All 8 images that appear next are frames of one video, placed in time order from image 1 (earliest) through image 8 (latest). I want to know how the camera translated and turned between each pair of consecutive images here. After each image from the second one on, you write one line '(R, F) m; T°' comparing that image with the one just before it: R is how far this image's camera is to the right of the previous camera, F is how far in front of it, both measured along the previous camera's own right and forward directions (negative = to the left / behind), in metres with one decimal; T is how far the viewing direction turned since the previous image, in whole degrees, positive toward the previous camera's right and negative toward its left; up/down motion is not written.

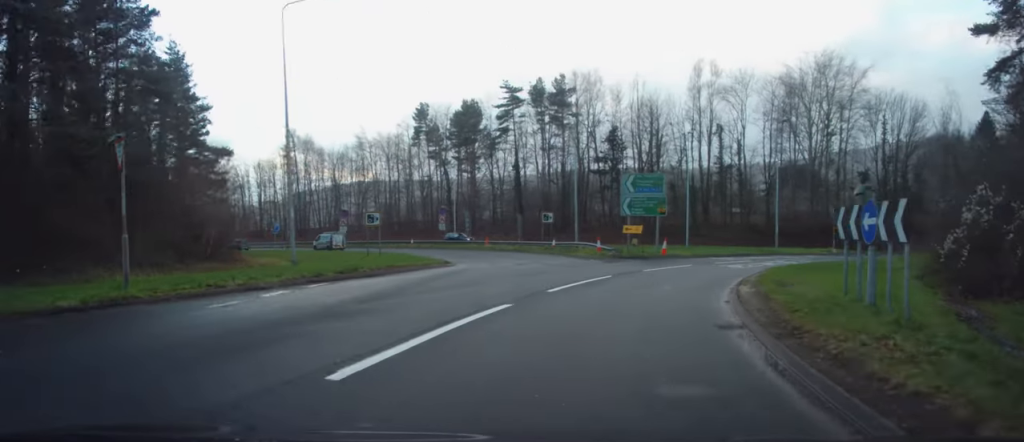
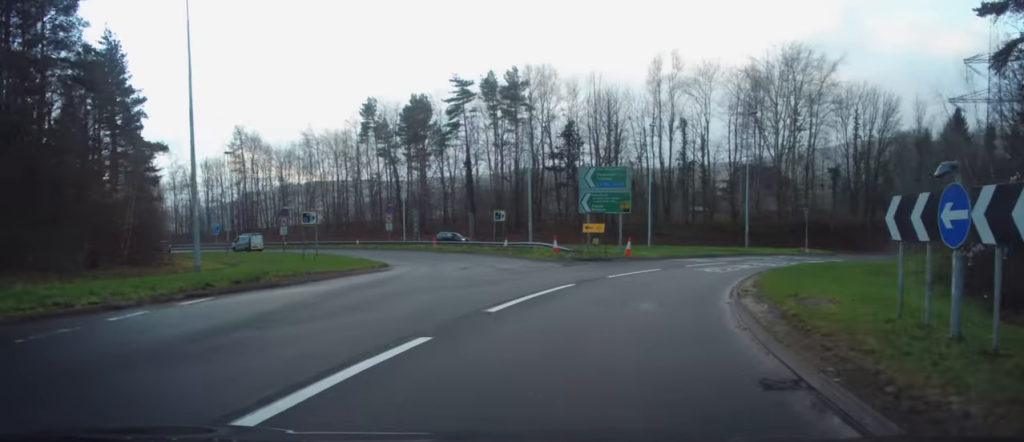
(0.0, +3.6) m; +4°
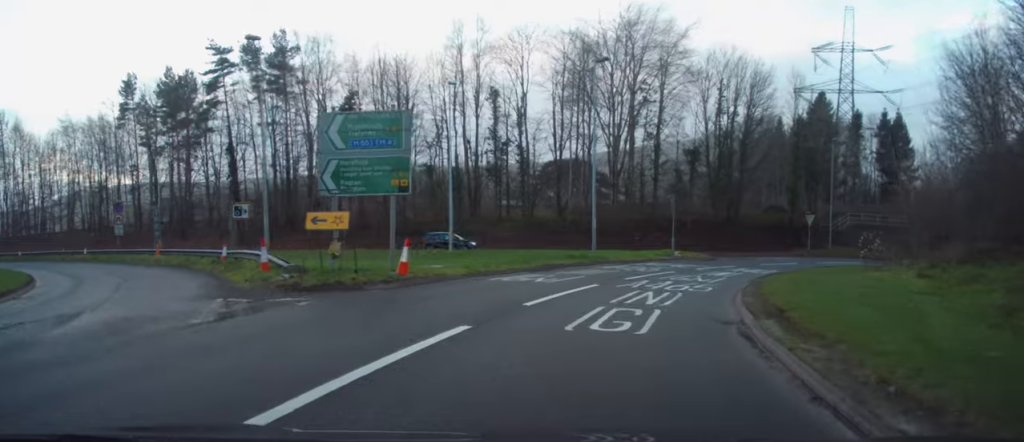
(+2.8, +14.9) m; +17°
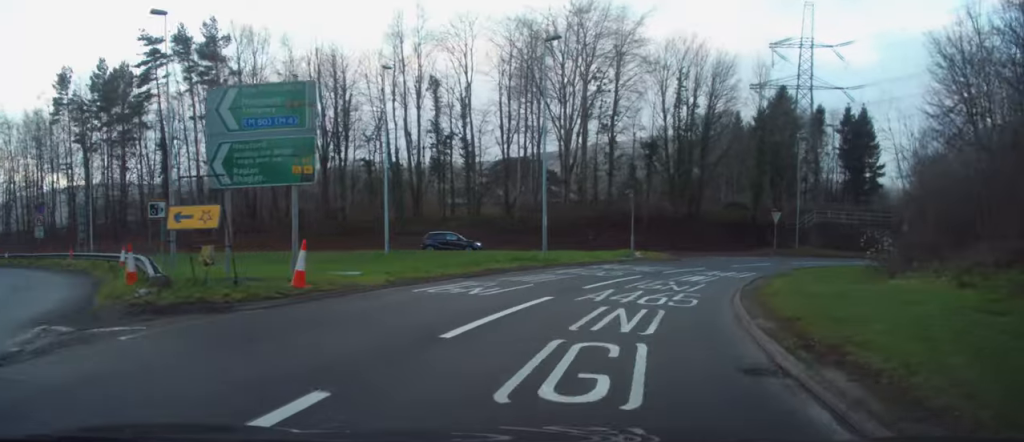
(+0.1, +3.7) m; +4°
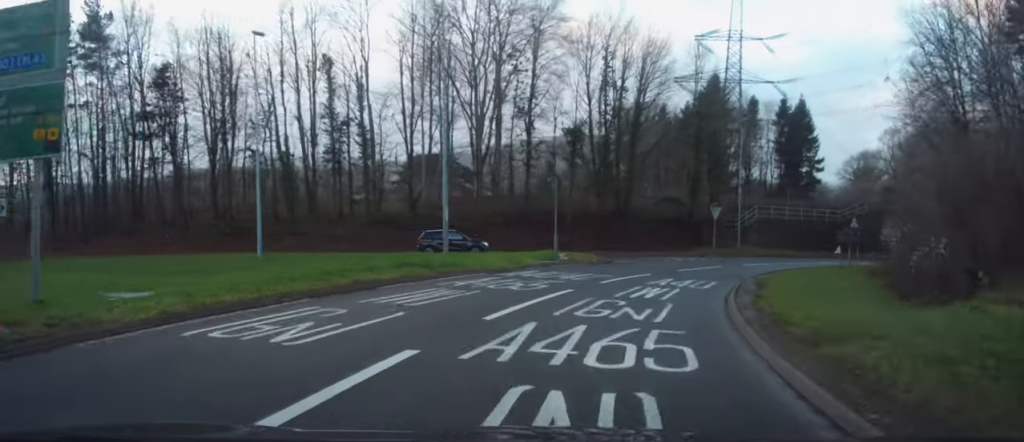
(-0.1, +6.2) m; +7°
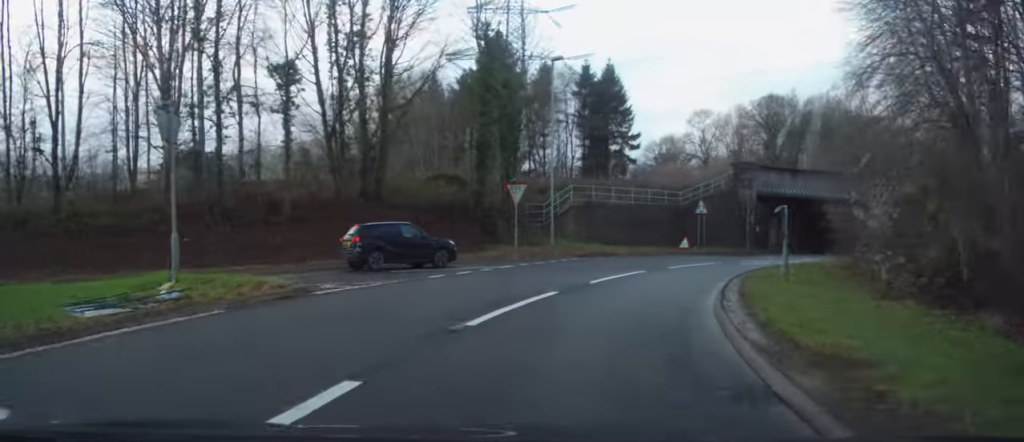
(+3.8, +16.7) m; +20°
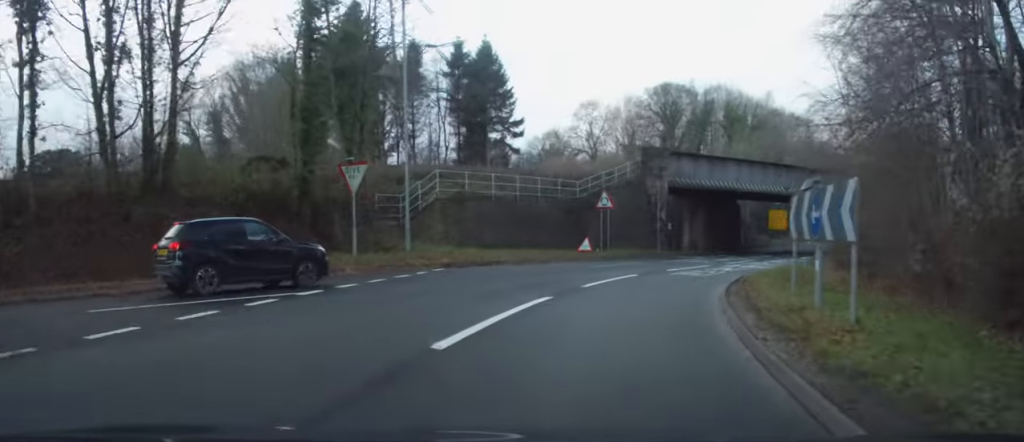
(+0.6, +9.6) m; +10°
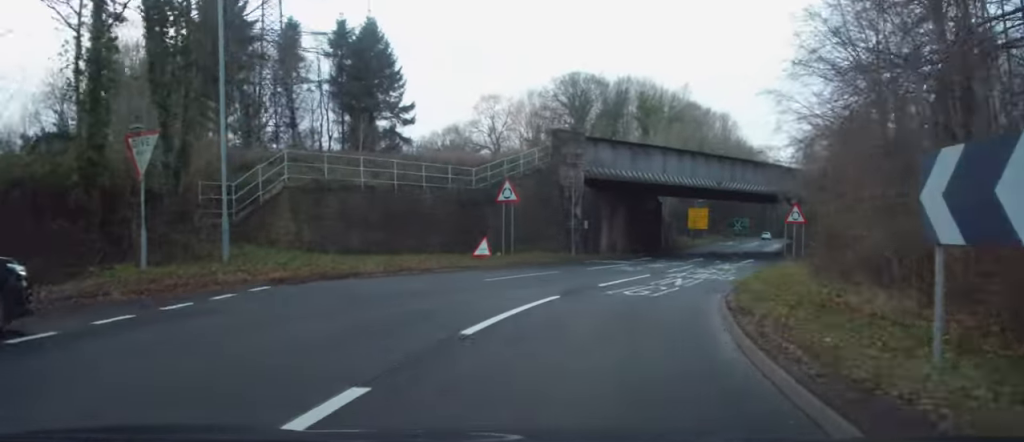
(+0.7, +7.5) m; +8°
